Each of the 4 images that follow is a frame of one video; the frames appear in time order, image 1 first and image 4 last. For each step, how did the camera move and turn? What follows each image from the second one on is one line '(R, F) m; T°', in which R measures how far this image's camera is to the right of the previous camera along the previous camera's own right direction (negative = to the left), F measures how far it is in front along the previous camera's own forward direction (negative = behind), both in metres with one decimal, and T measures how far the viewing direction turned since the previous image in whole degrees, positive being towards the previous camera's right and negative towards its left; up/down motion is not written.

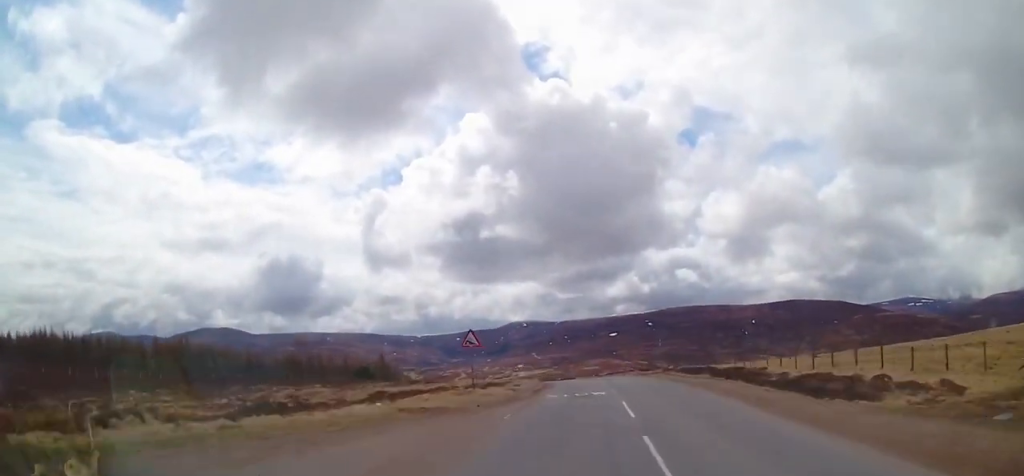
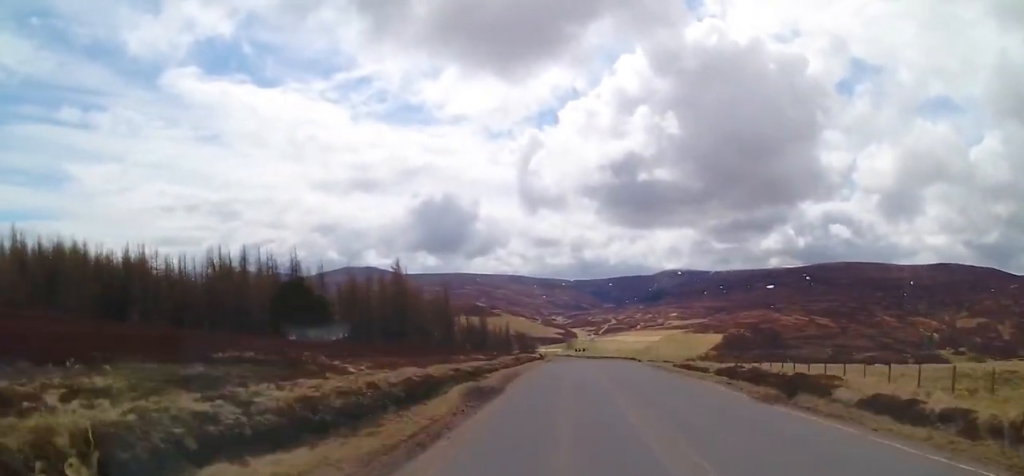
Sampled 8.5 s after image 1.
(-19.3, +113.0) m; -12°
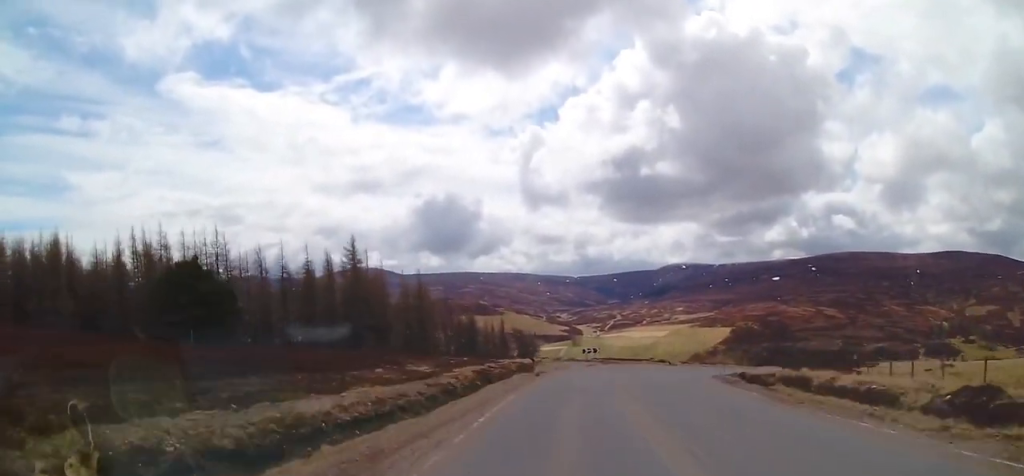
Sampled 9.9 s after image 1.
(0.0, +18.2) m; +5°
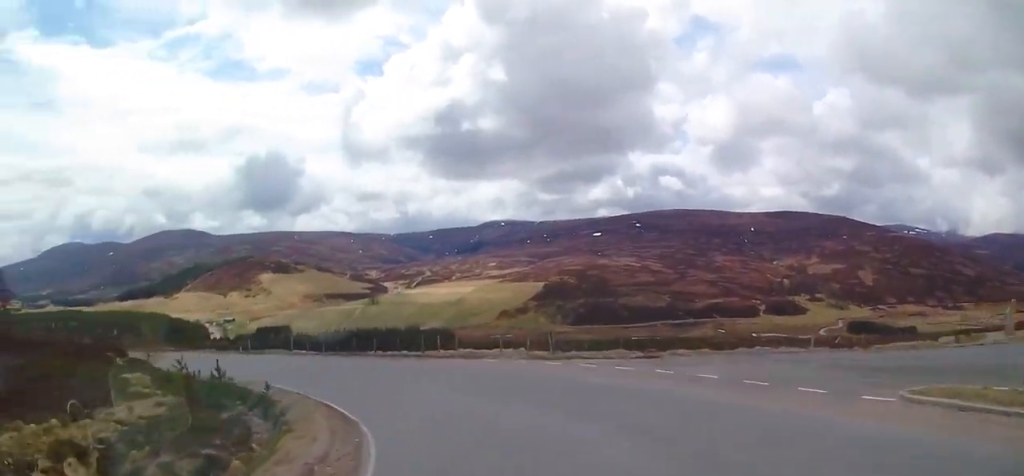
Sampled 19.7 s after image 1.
(+26.5, +97.9) m; -16°
